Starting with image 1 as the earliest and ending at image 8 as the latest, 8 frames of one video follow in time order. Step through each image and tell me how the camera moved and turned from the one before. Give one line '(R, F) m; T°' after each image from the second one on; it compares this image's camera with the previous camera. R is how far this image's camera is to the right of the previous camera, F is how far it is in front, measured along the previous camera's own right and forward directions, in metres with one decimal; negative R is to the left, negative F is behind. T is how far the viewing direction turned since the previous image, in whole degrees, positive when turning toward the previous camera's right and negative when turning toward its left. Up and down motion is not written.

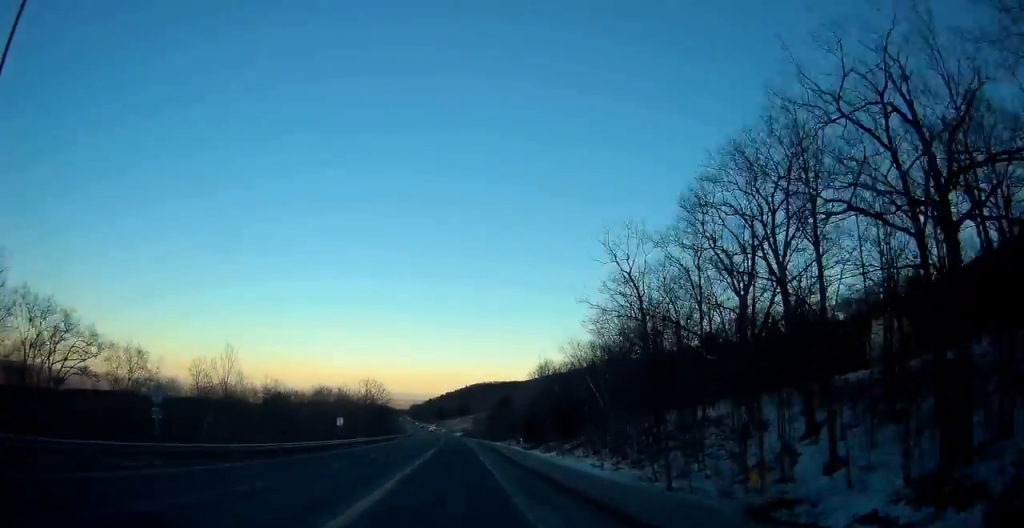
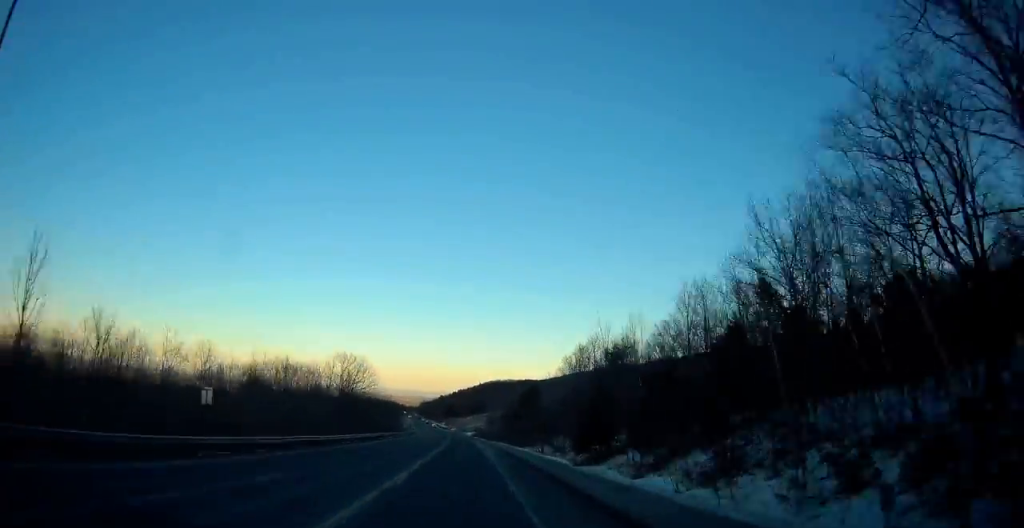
(-0.2, +33.3) m; -1°
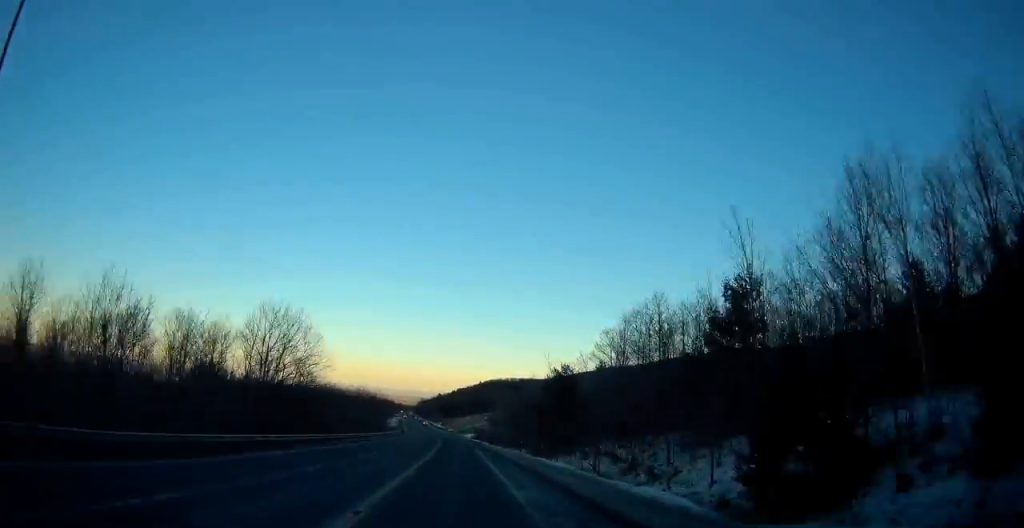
(-0.1, +31.6) m; -1°
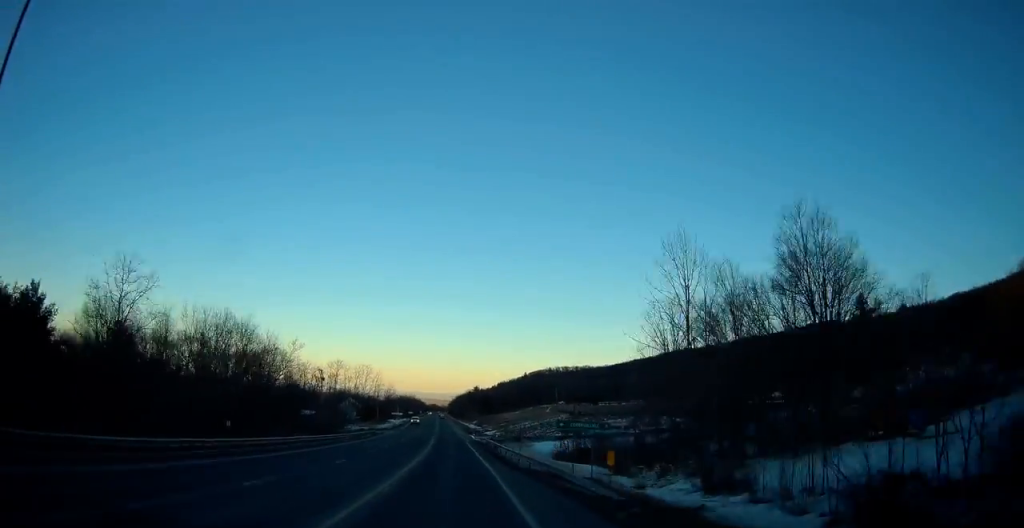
(-3.5, +112.8) m; -4°
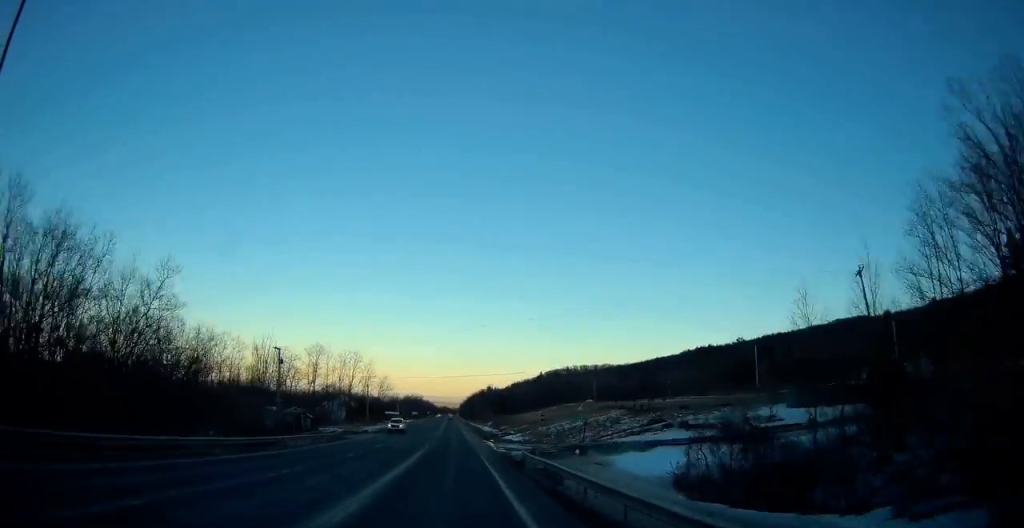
(-0.5, +31.8) m; -1°
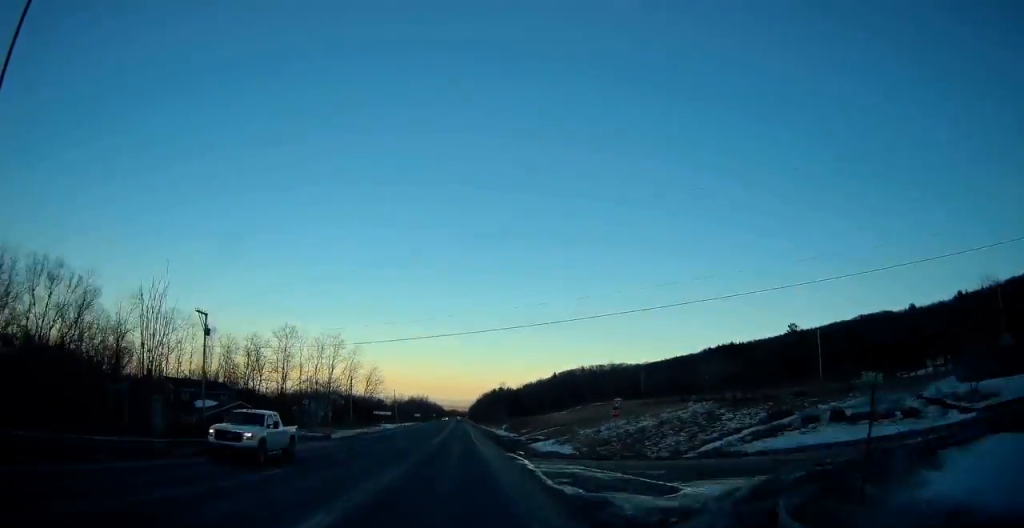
(-0.2, +26.5) m; -1°
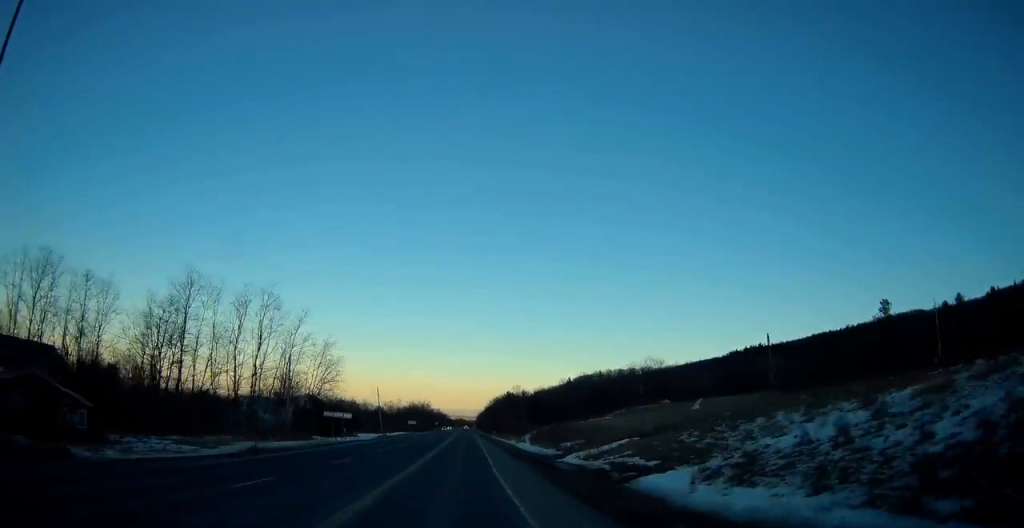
(-0.2, +37.1) m; 0°
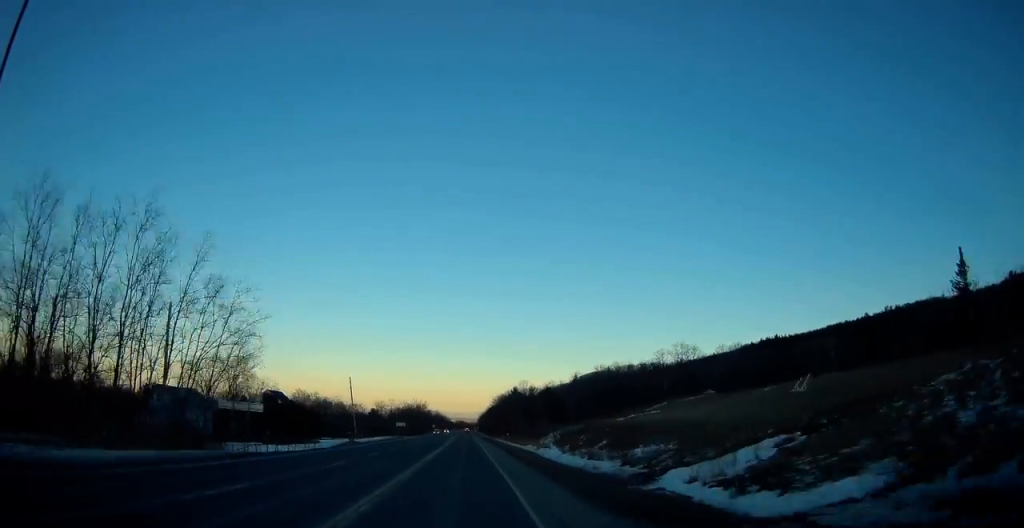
(-0.1, +26.5) m; 0°
